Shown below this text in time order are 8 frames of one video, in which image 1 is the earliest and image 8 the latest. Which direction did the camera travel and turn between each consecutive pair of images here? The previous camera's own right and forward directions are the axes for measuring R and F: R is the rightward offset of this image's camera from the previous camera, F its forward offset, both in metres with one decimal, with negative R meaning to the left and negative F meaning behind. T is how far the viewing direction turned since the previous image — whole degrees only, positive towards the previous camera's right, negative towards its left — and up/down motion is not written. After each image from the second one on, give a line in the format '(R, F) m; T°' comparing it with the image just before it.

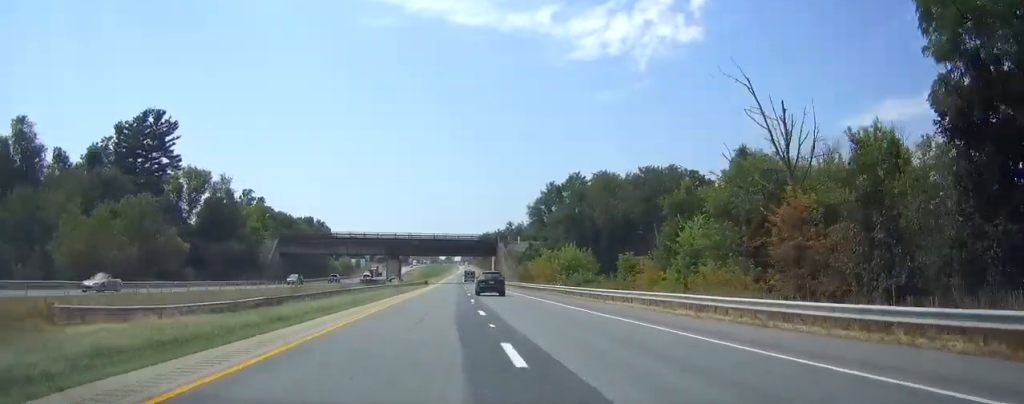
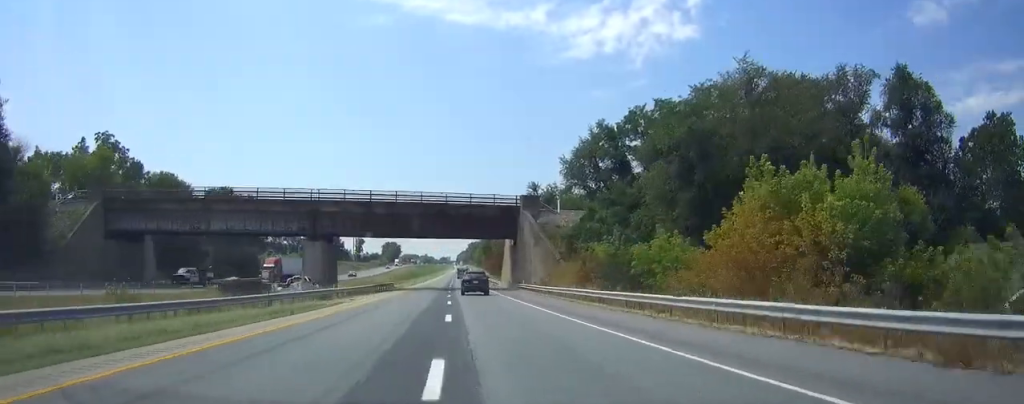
(+0.4, +63.1) m; +1°
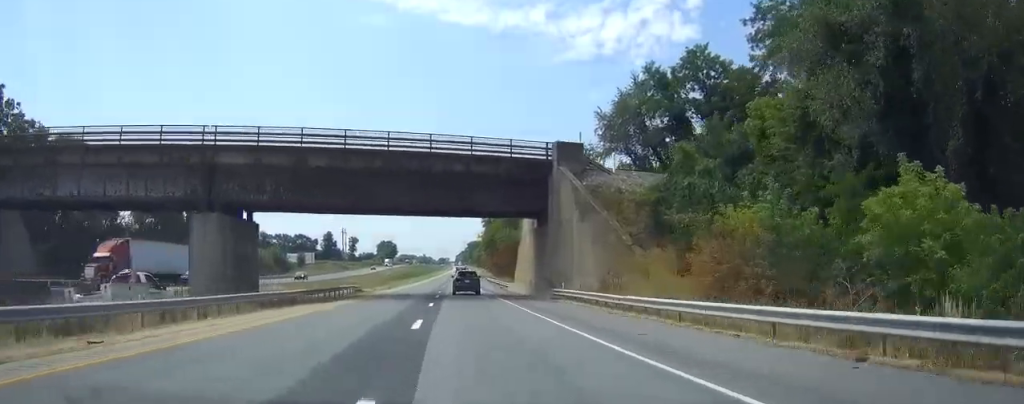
(+0.1, +27.4) m; 0°
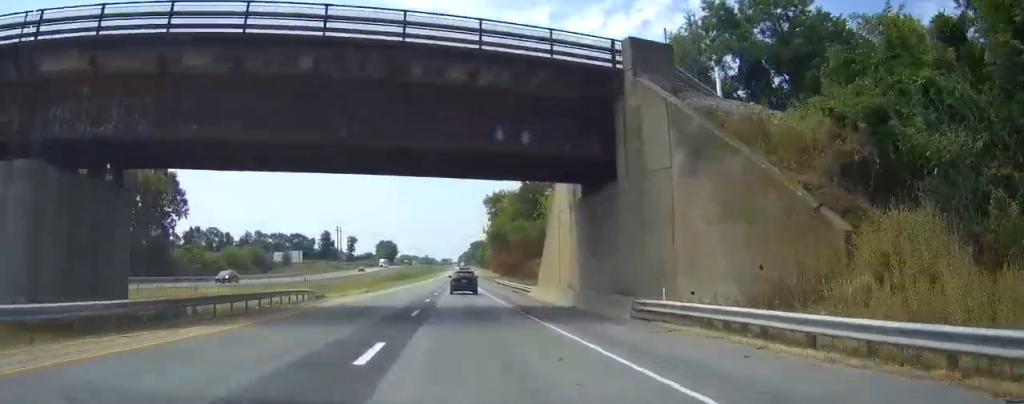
(-0.1, +19.0) m; 0°
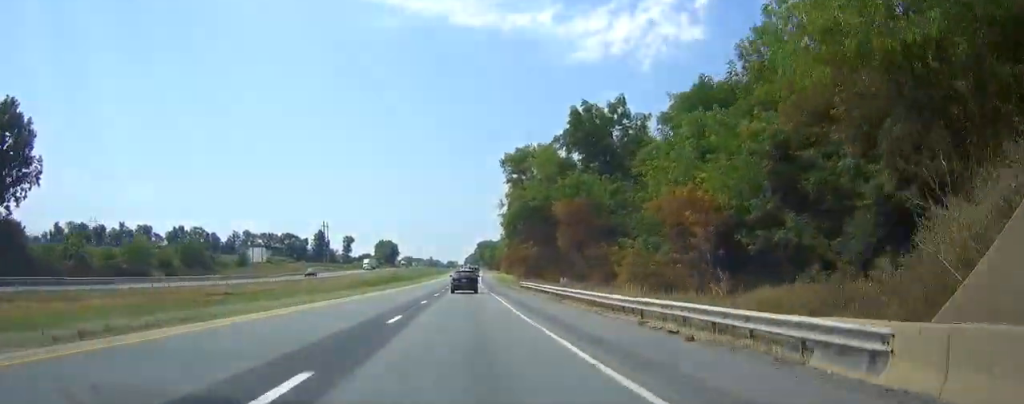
(-0.1, +40.1) m; 0°
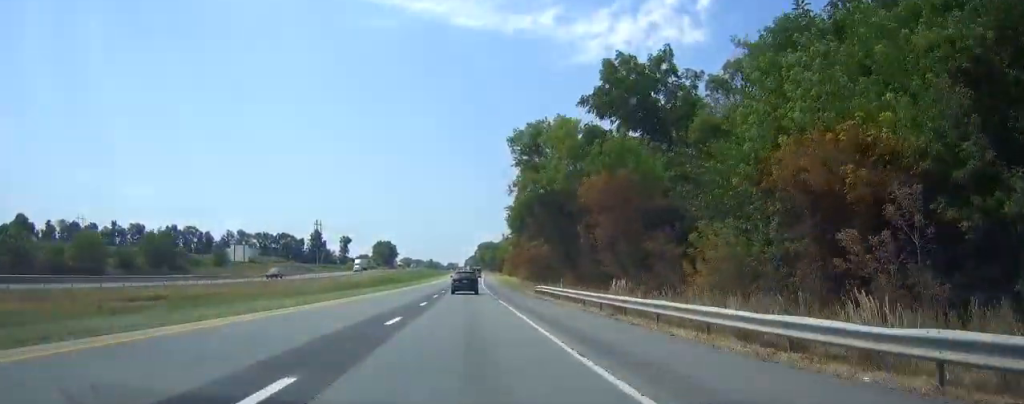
(0.0, +12.6) m; 0°
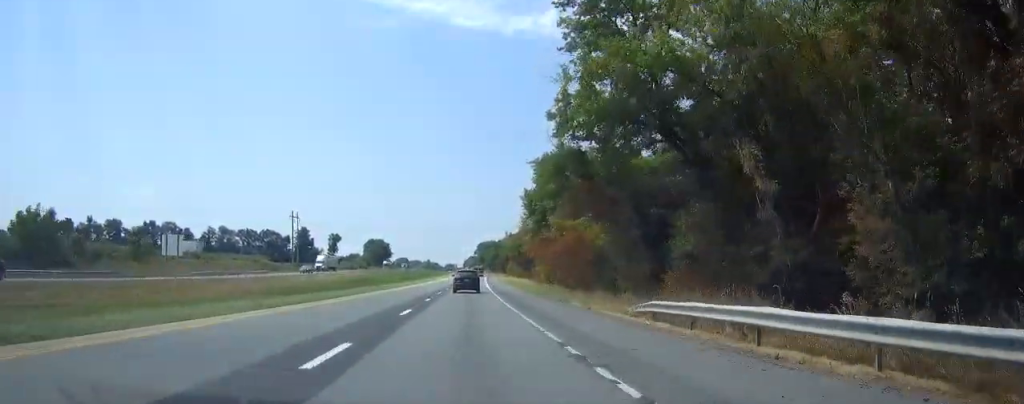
(-0.1, +32.6) m; 0°
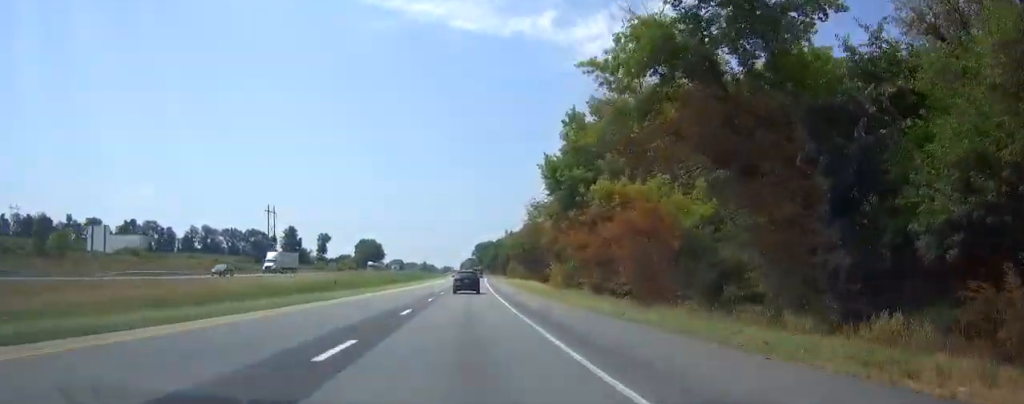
(0.0, +23.1) m; 0°
